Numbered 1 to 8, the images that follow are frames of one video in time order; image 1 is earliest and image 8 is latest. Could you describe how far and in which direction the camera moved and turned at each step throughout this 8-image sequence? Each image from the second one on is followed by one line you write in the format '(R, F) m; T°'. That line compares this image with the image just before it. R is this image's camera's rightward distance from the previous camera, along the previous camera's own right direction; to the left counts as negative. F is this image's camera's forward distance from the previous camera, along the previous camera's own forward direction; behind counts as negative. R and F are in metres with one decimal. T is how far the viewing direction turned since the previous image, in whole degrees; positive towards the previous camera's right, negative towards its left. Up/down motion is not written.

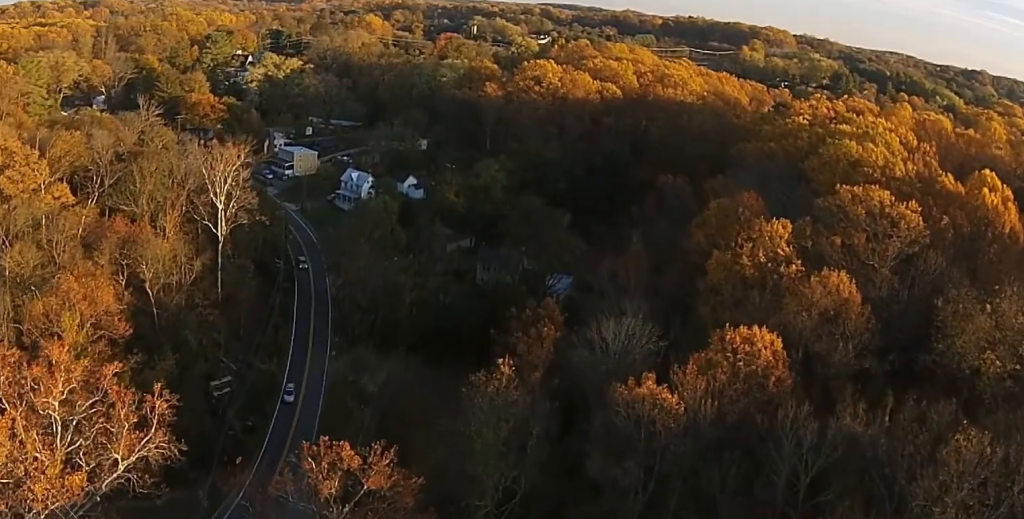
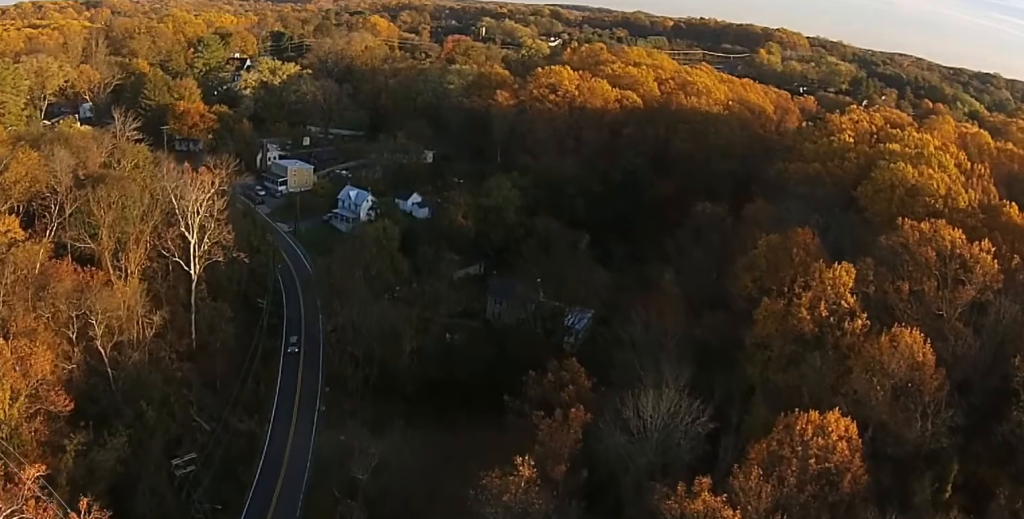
(-0.4, +17.8) m; -2°
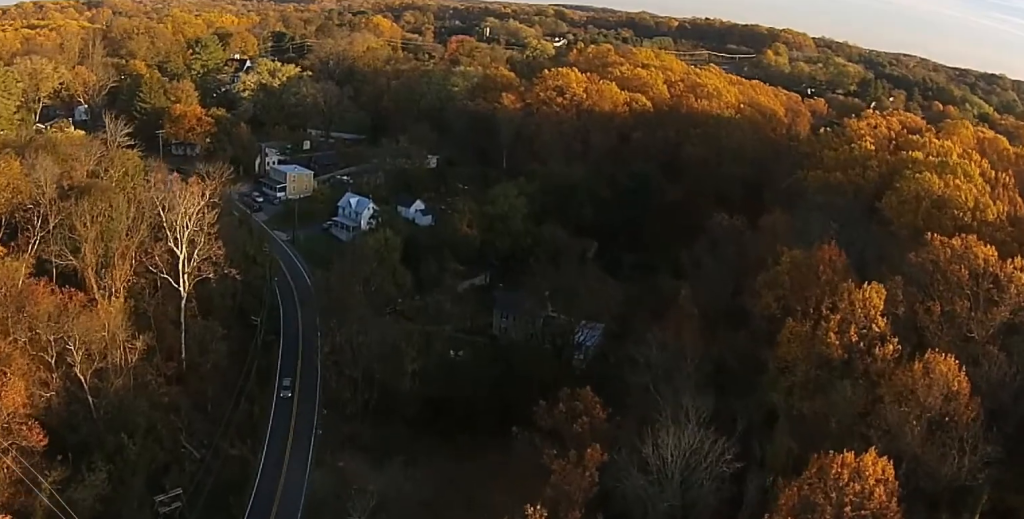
(0.0, +7.0) m; 0°
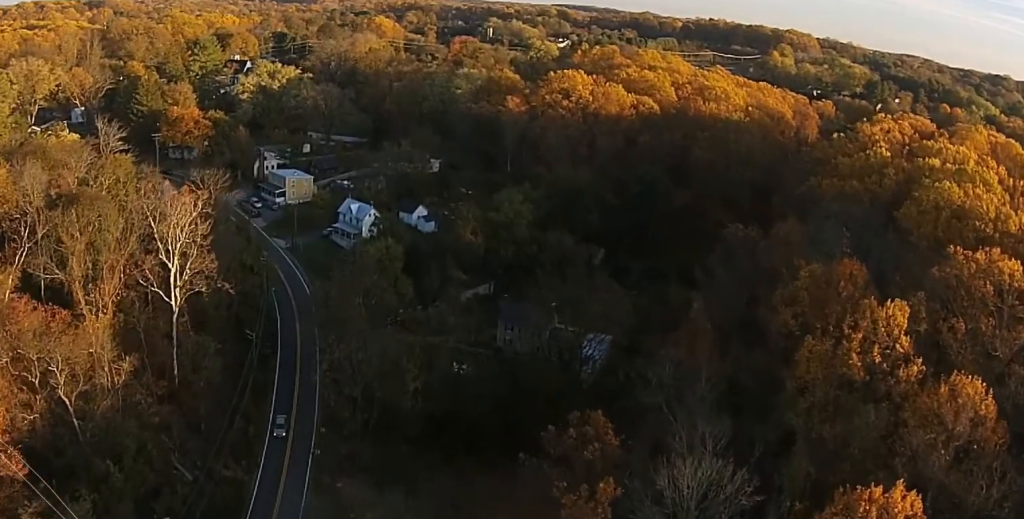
(0.0, +5.2) m; 0°
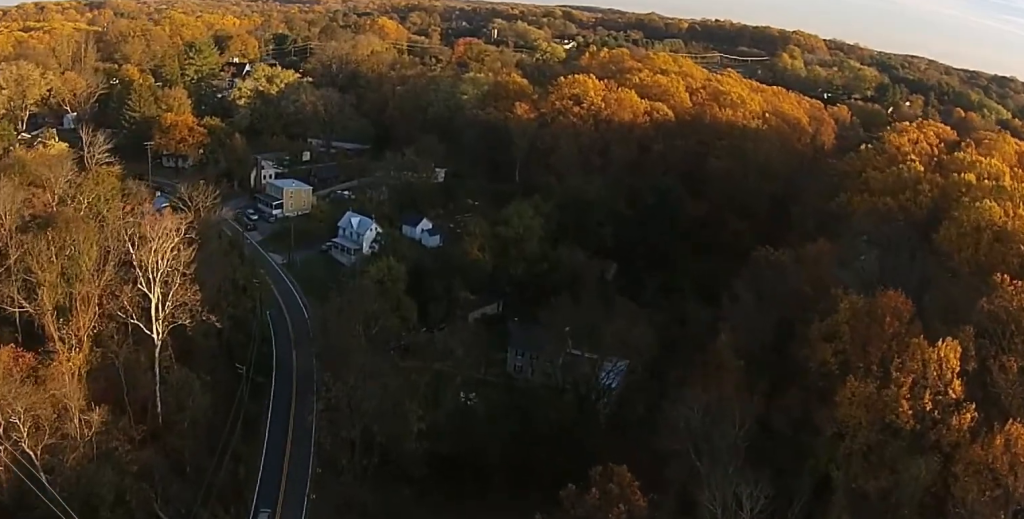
(-0.1, +10.4) m; 0°
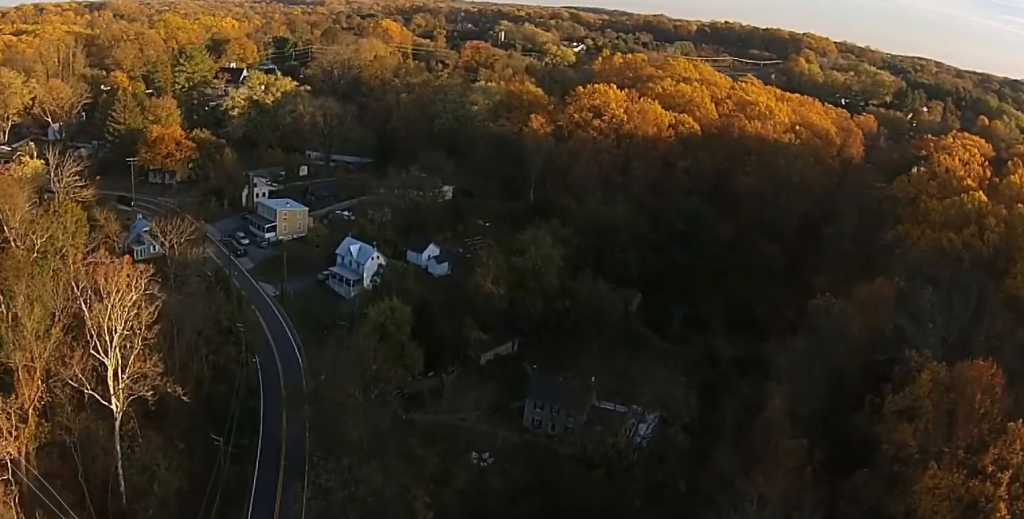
(0.0, +18.3) m; 0°
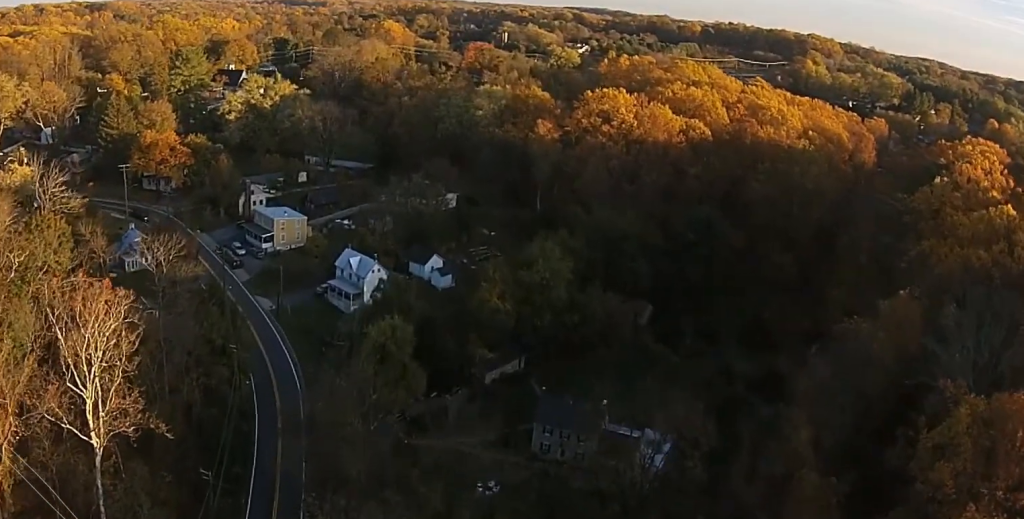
(0.0, +7.2) m; 0°
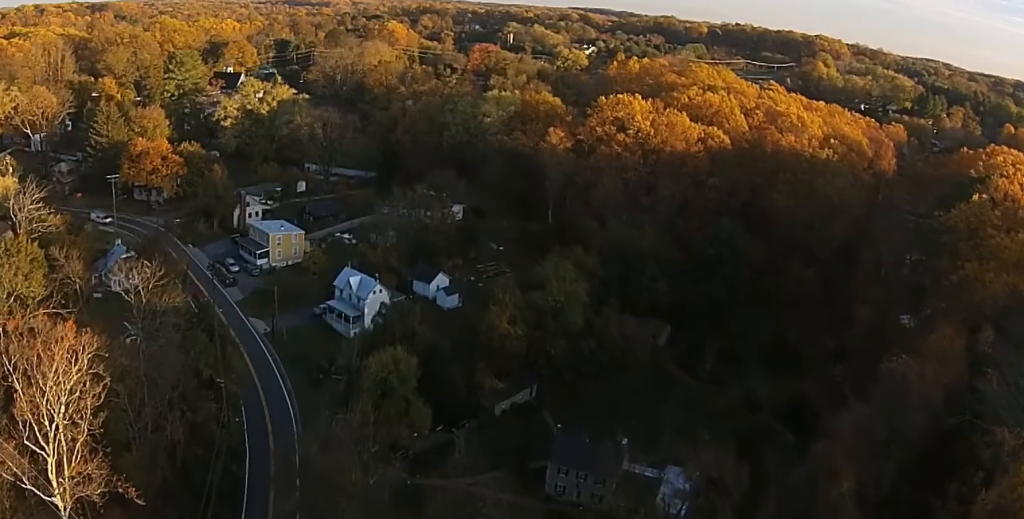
(0.0, +10.9) m; 0°
